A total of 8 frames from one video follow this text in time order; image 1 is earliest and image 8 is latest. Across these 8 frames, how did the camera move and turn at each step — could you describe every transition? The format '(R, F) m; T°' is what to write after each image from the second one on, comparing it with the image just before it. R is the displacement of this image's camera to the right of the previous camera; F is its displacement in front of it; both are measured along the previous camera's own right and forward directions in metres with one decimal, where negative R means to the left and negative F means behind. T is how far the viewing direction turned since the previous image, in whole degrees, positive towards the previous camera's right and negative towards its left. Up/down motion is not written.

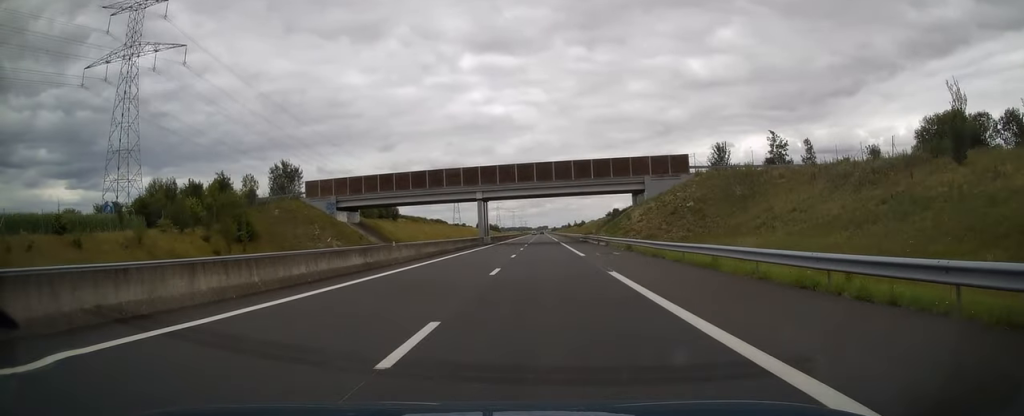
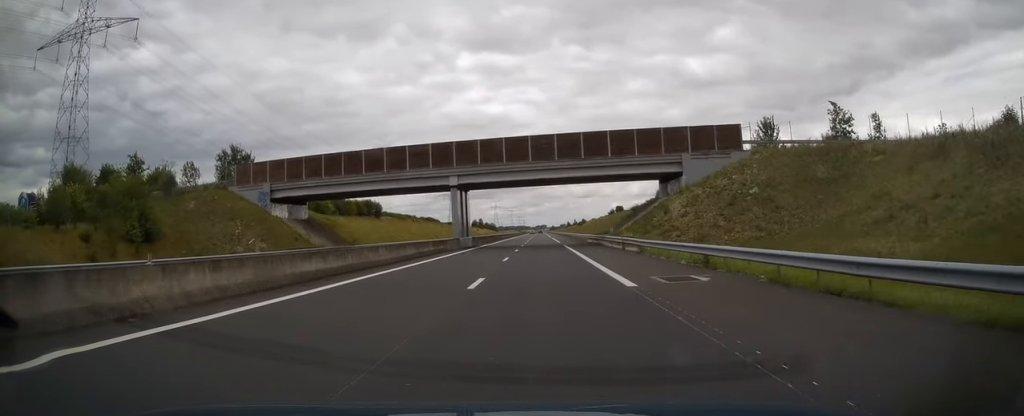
(0.0, +17.6) m; 0°
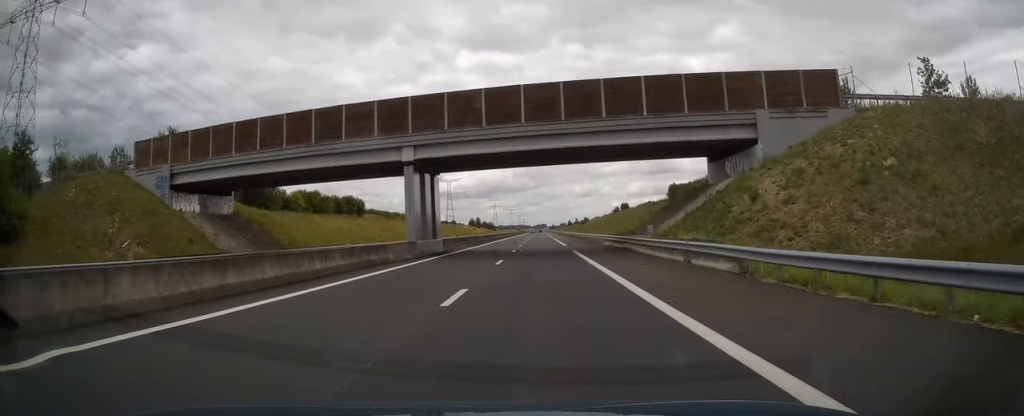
(0.0, +16.2) m; 0°
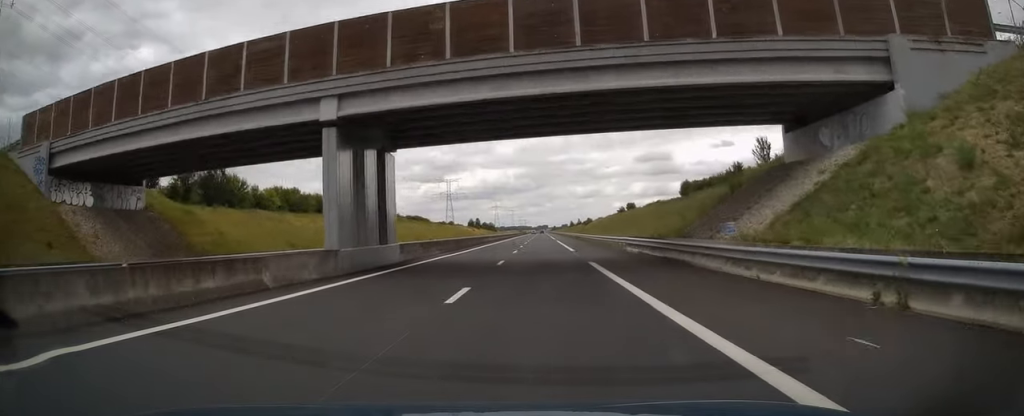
(0.0, +12.3) m; 0°
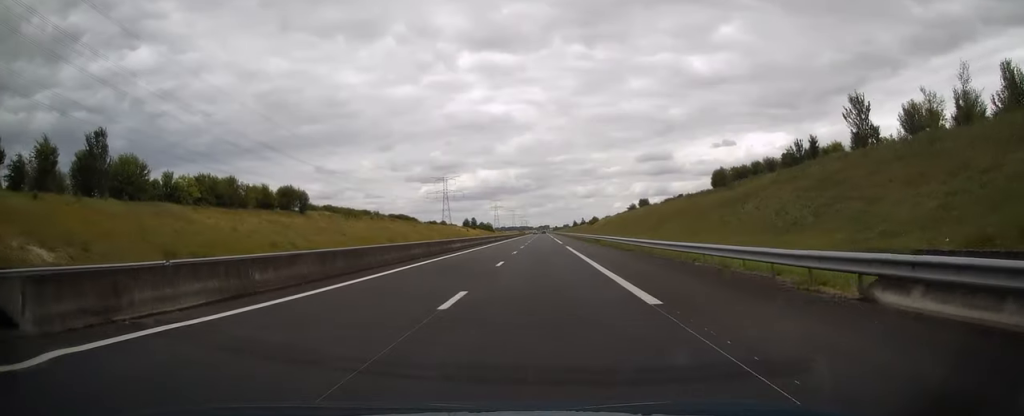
(0.0, +26.4) m; 0°
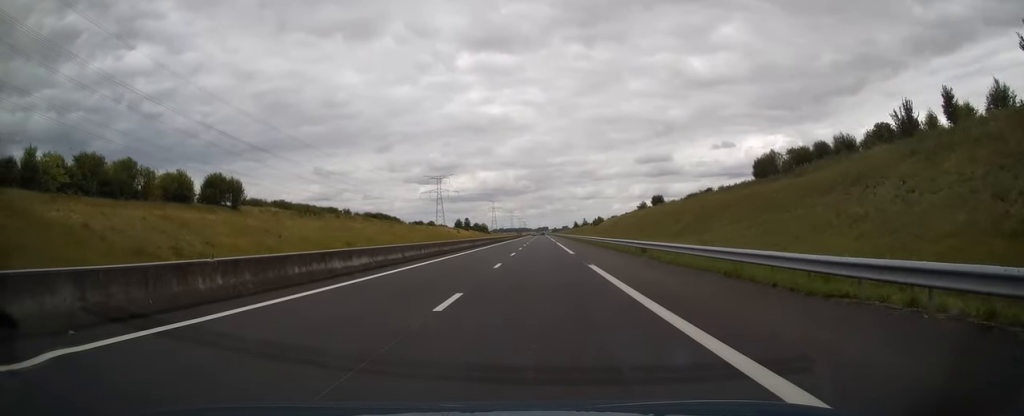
(0.0, +26.0) m; 0°
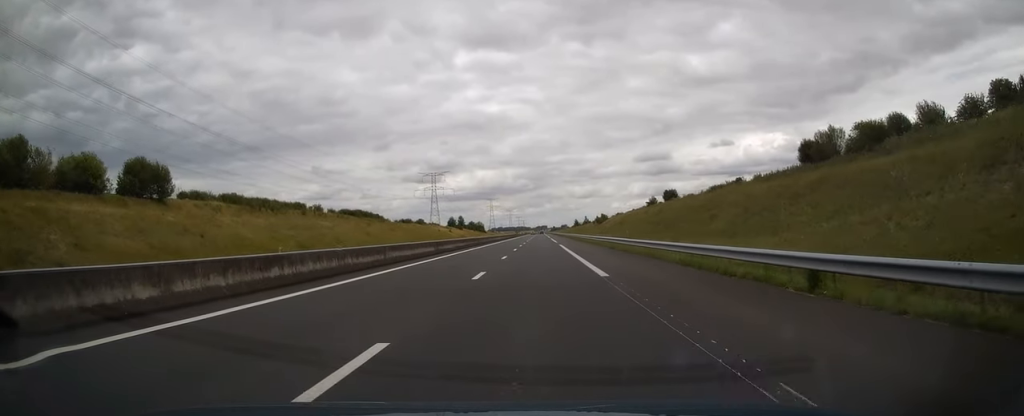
(0.0, +19.1) m; 0°
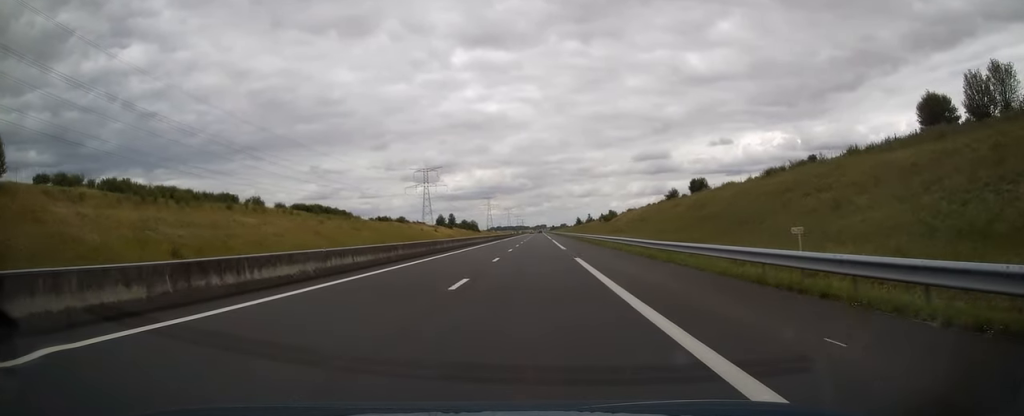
(+0.3, +28.9) m; 0°
